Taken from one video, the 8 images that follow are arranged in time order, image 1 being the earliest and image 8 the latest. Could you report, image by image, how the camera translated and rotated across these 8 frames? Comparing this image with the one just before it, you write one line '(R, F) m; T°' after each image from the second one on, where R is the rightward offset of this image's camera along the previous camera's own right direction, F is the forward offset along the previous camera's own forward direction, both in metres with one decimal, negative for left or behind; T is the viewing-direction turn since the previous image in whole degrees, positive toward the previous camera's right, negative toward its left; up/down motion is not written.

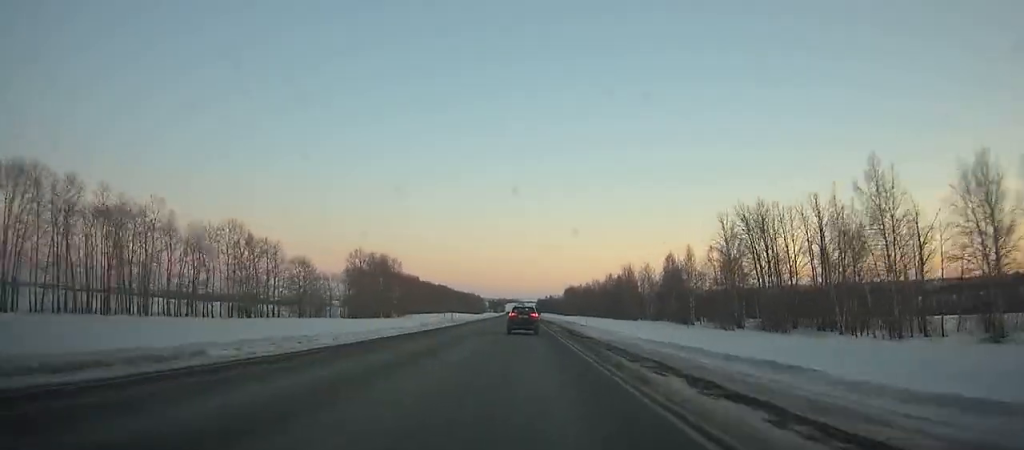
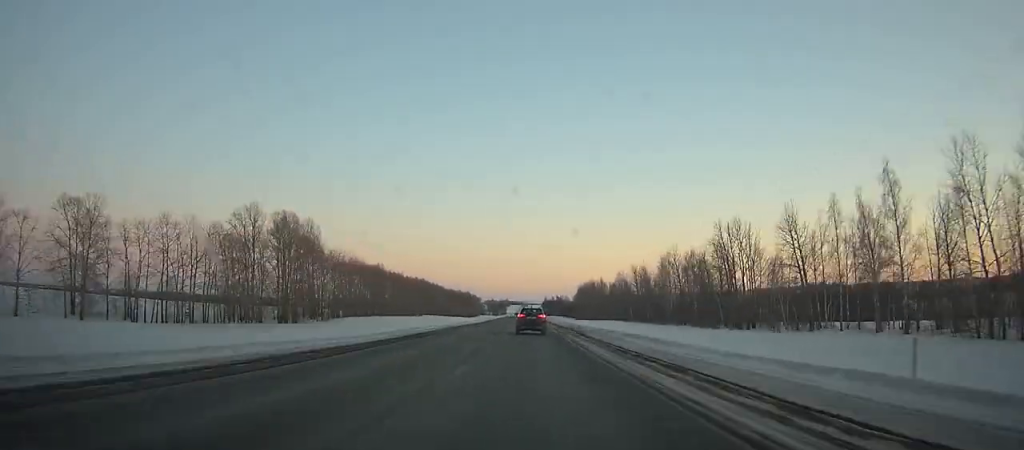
(-0.3, +89.9) m; 0°
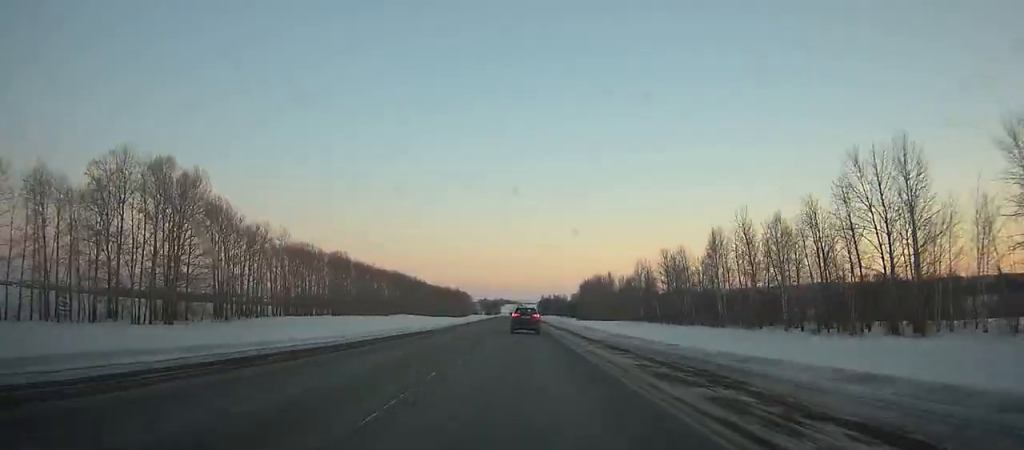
(0.0, +45.7) m; 0°
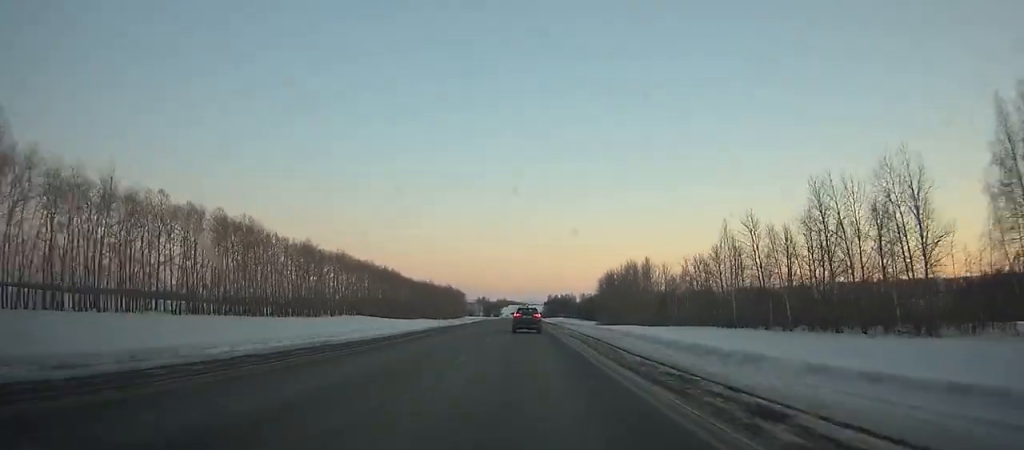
(0.0, +73.6) m; 0°
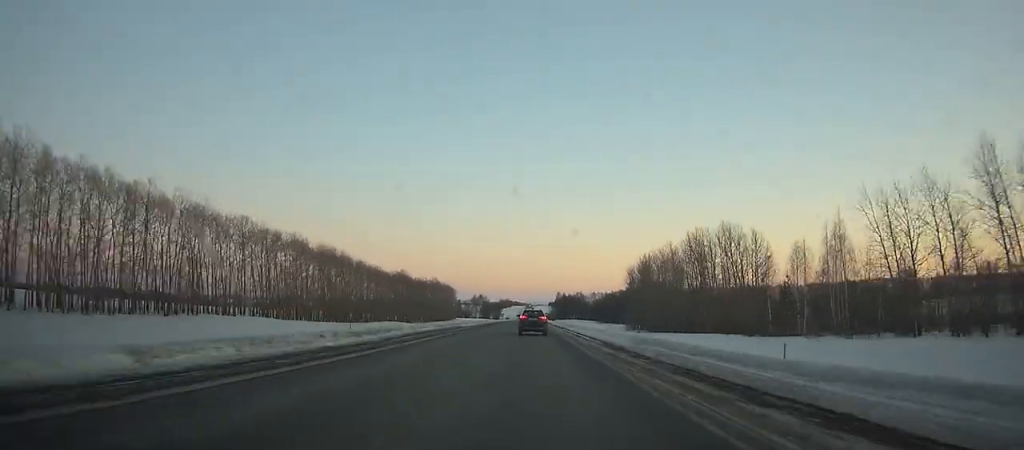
(-0.2, +71.9) m; 0°
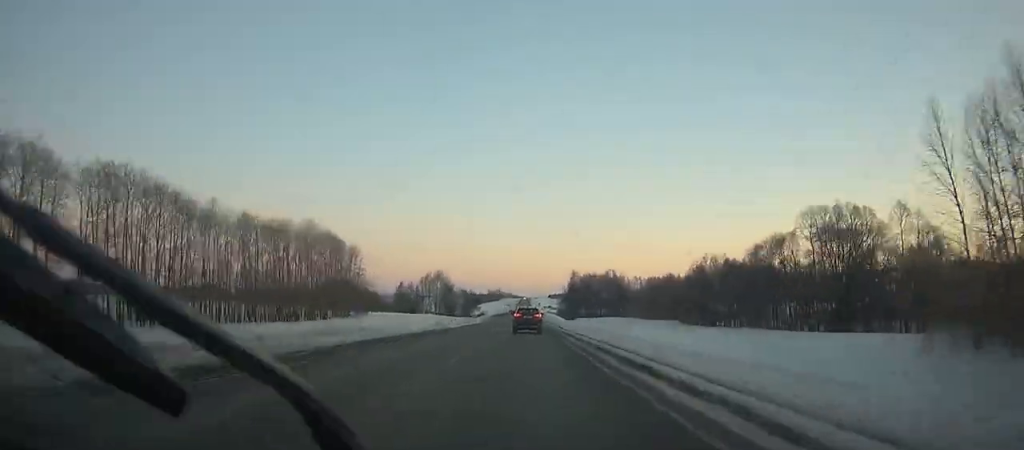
(+0.2, +172.9) m; 0°
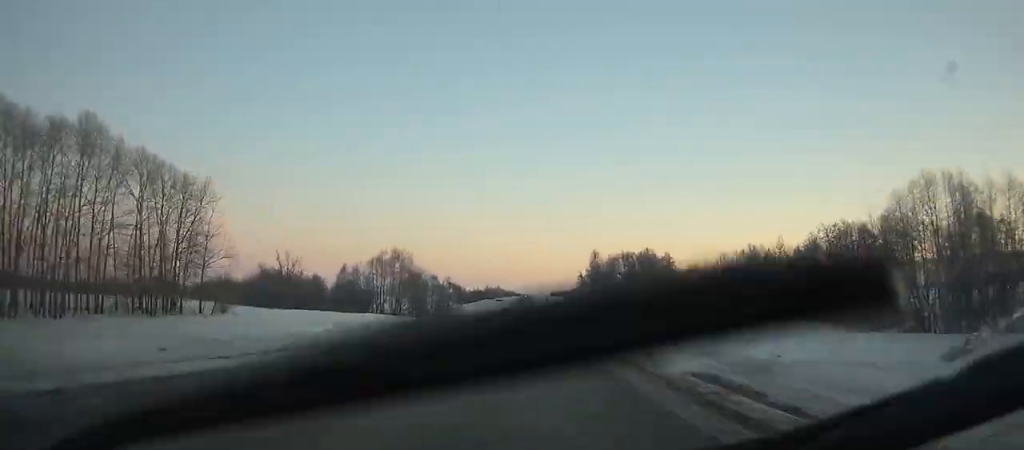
(+0.1, +74.3) m; 0°
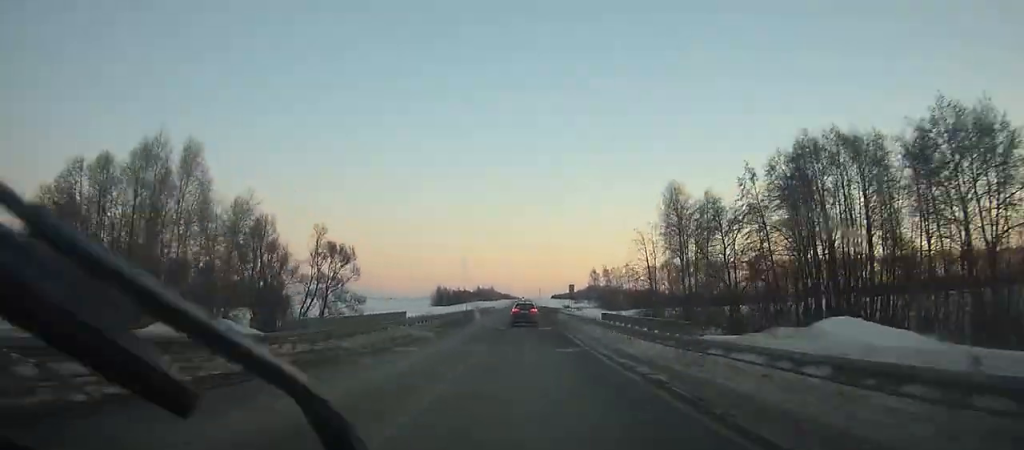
(-0.4, +101.6) m; 0°
